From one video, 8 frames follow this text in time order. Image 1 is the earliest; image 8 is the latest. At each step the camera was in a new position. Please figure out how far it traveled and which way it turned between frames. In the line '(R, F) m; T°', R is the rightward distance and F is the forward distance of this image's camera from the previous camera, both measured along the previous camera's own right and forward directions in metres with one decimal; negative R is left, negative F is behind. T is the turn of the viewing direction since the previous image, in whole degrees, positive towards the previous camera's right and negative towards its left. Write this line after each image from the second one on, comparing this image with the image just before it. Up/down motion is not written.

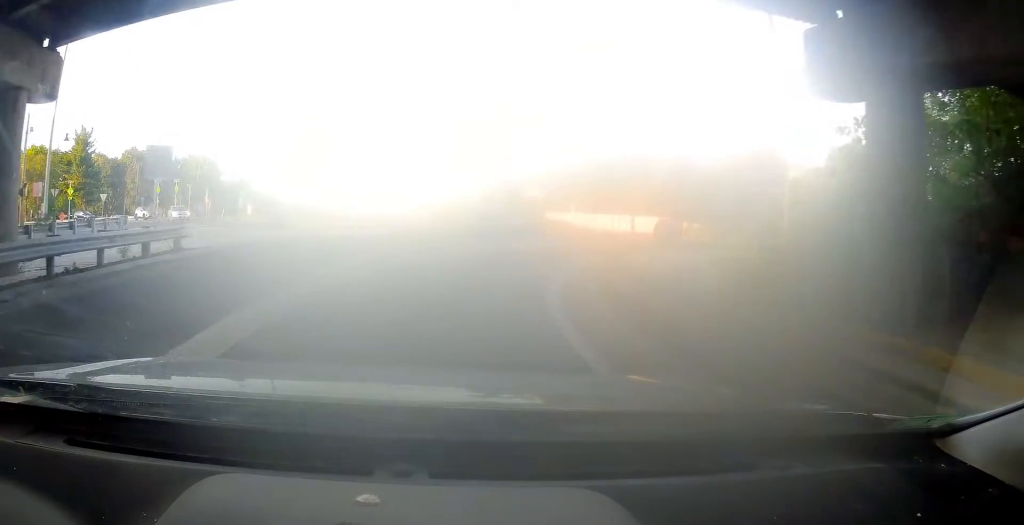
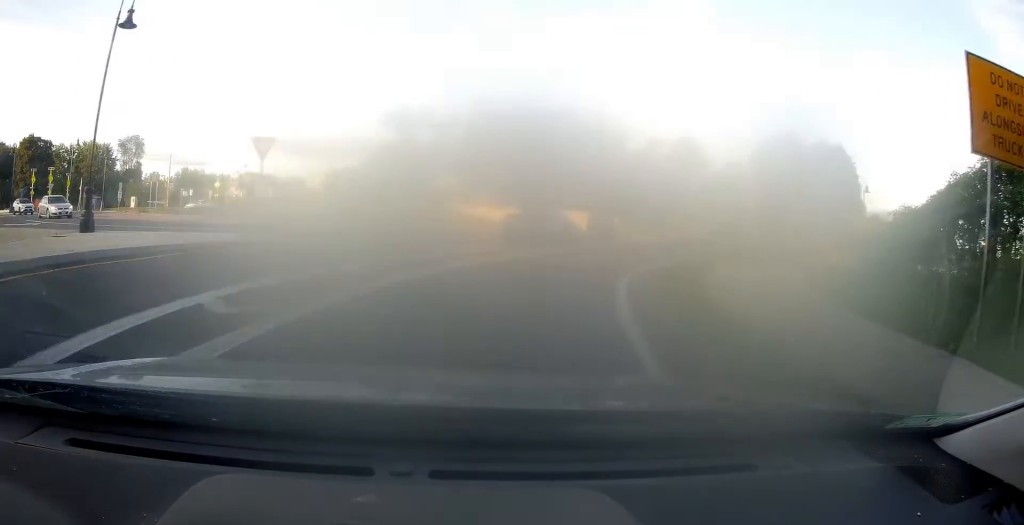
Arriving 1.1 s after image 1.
(-0.1, +8.3) m; +7°
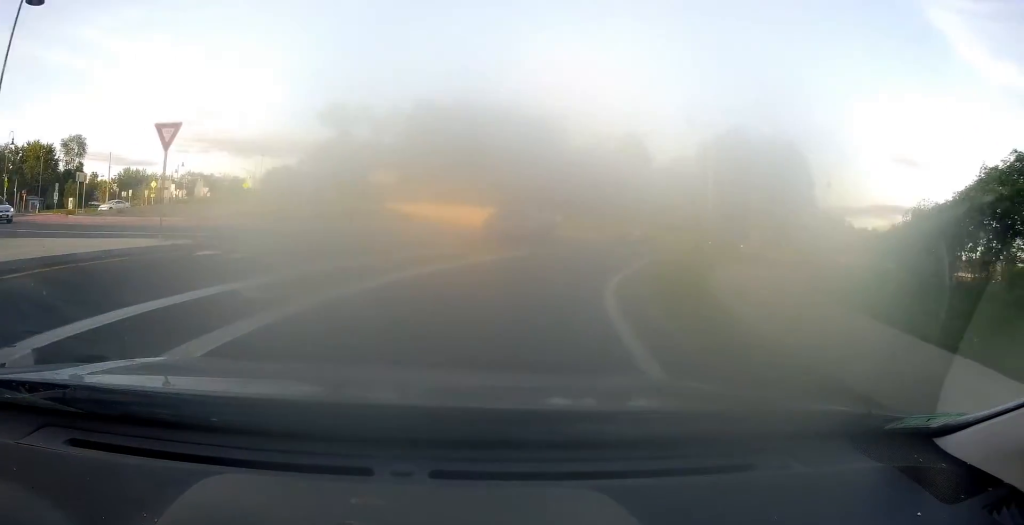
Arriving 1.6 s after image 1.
(0.0, +2.5) m; +5°
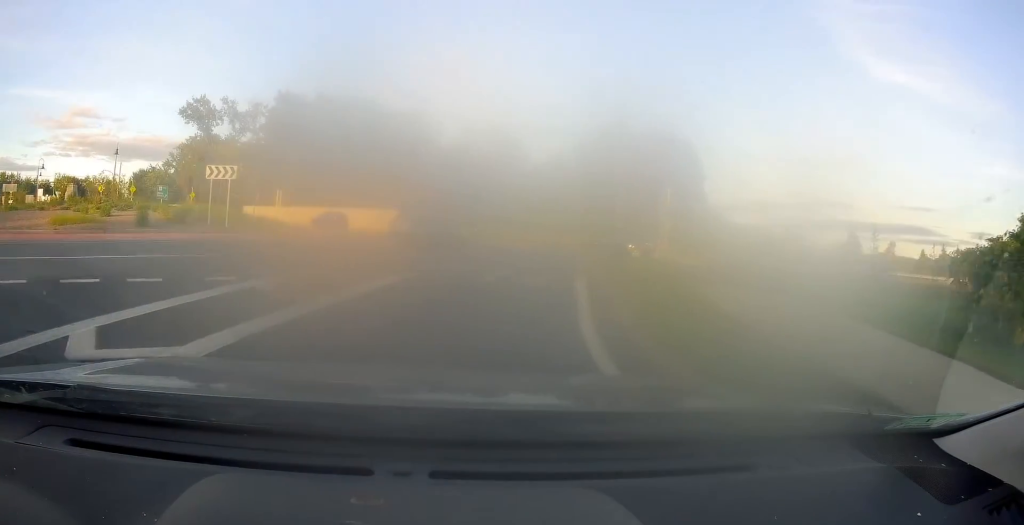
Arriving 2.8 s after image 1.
(+1.3, +5.5) m; +17°
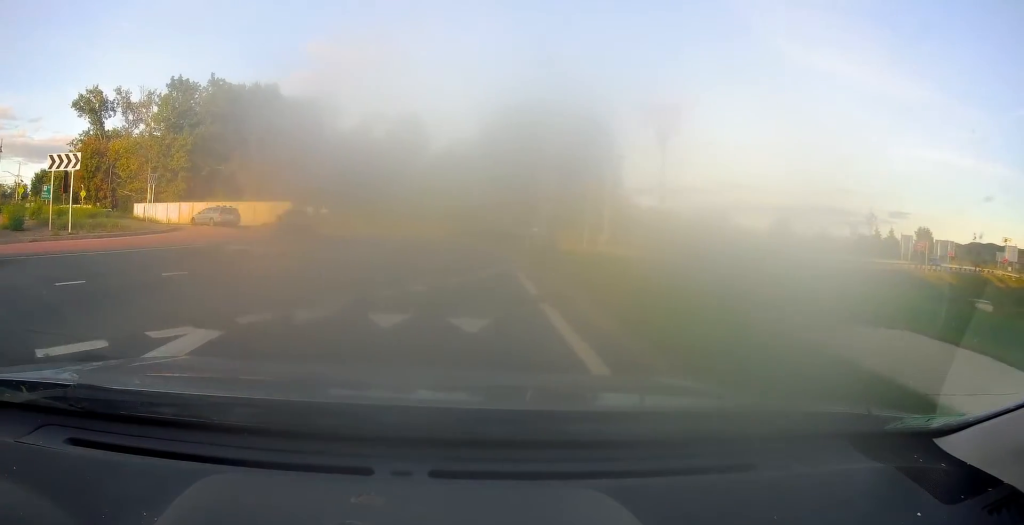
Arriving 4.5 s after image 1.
(+0.3, +5.6) m; +4°
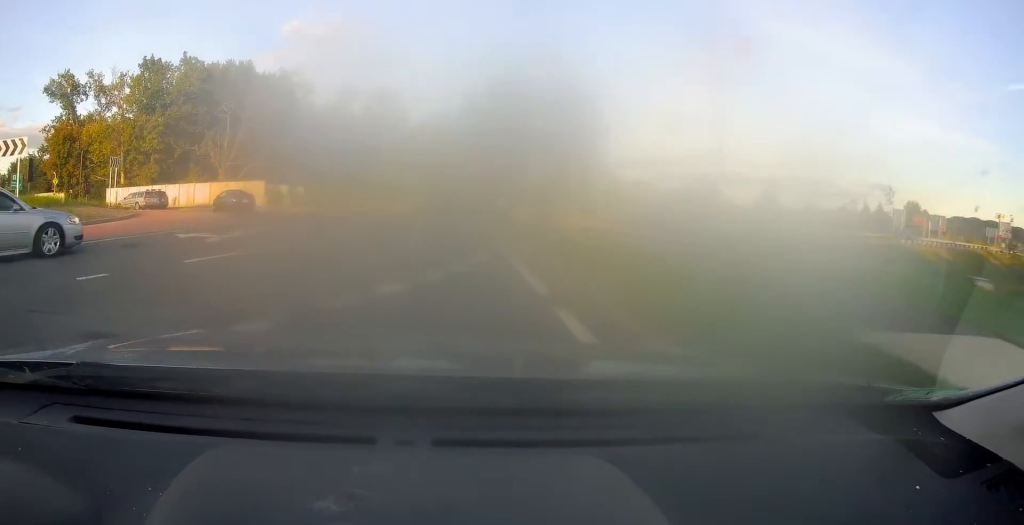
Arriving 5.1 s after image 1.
(0.0, +2.0) m; +6°
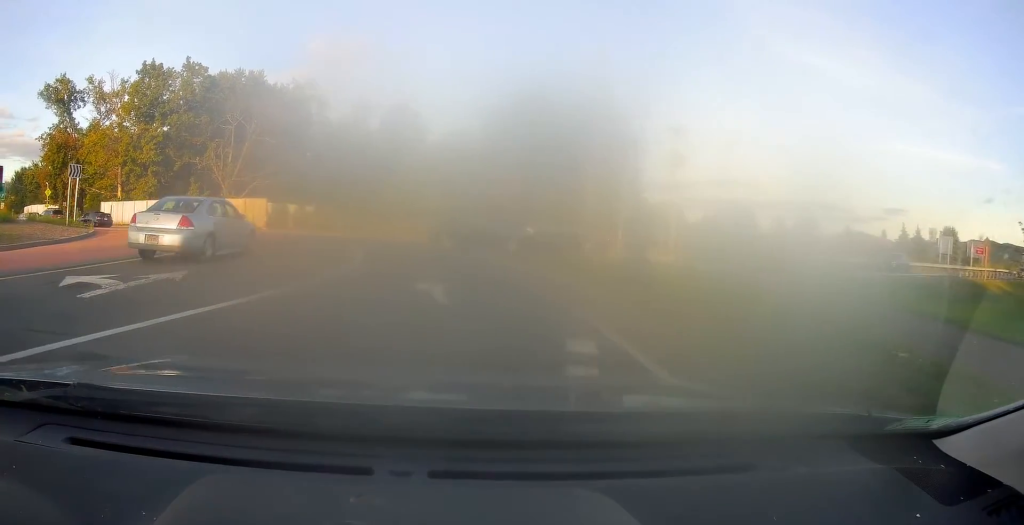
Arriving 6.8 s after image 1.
(+0.3, +5.2) m; -6°
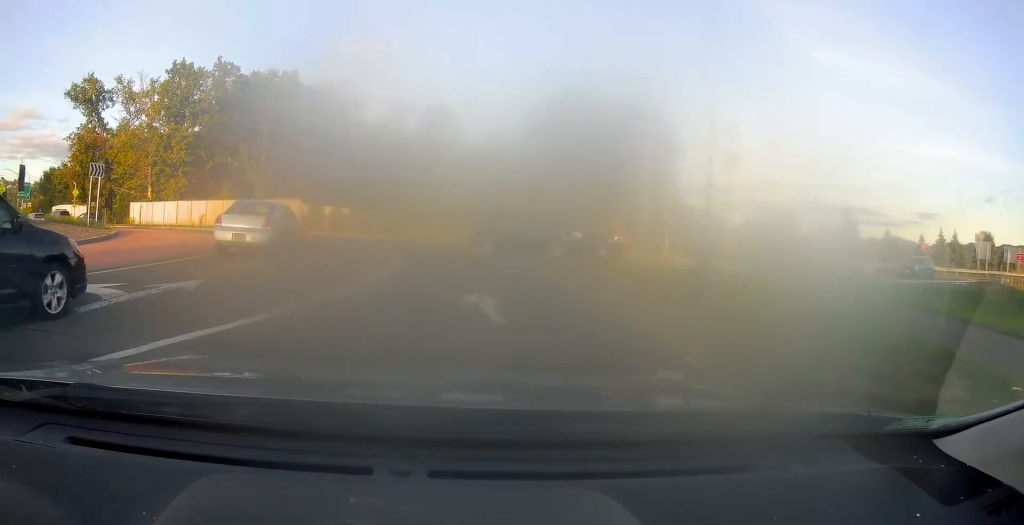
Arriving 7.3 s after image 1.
(-0.1, +1.5) m; -7°
